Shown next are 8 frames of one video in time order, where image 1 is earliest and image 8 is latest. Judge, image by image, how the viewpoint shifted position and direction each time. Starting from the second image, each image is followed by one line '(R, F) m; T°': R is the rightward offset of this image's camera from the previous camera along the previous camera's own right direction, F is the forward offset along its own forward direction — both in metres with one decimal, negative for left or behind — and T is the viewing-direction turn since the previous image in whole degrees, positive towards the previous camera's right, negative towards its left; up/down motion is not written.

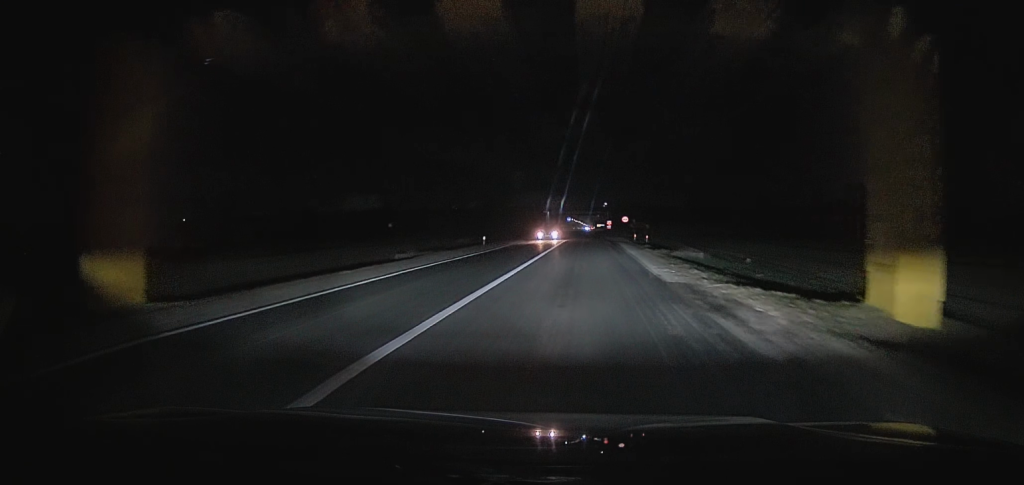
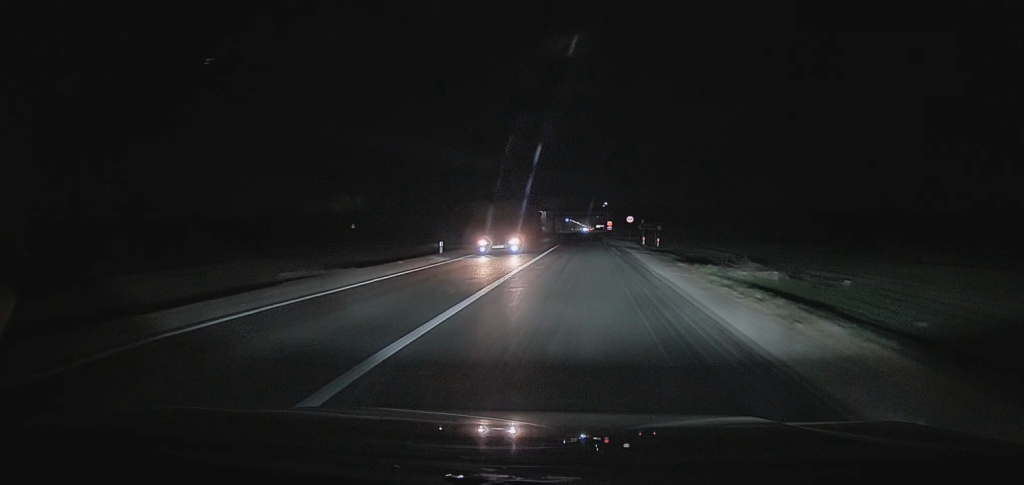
(-0.2, +12.9) m; 0°
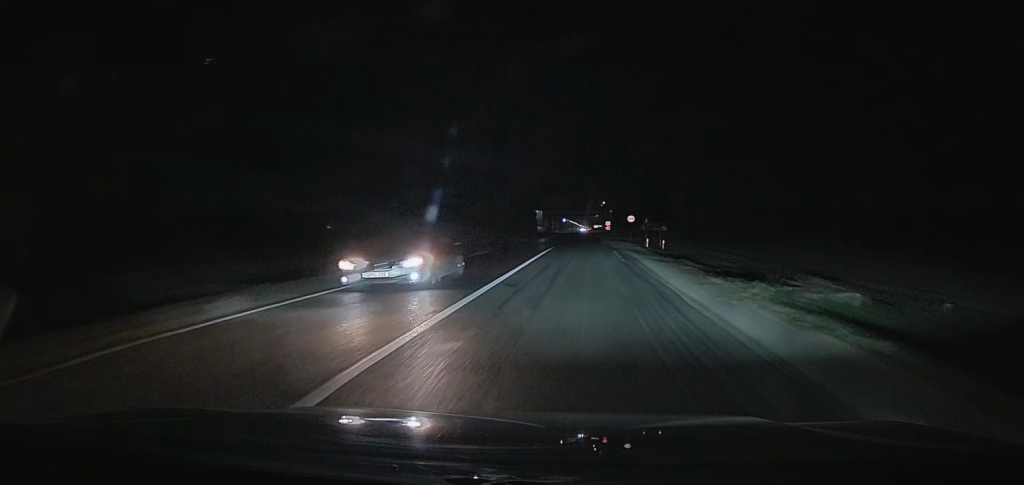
(0.0, +6.2) m; 0°
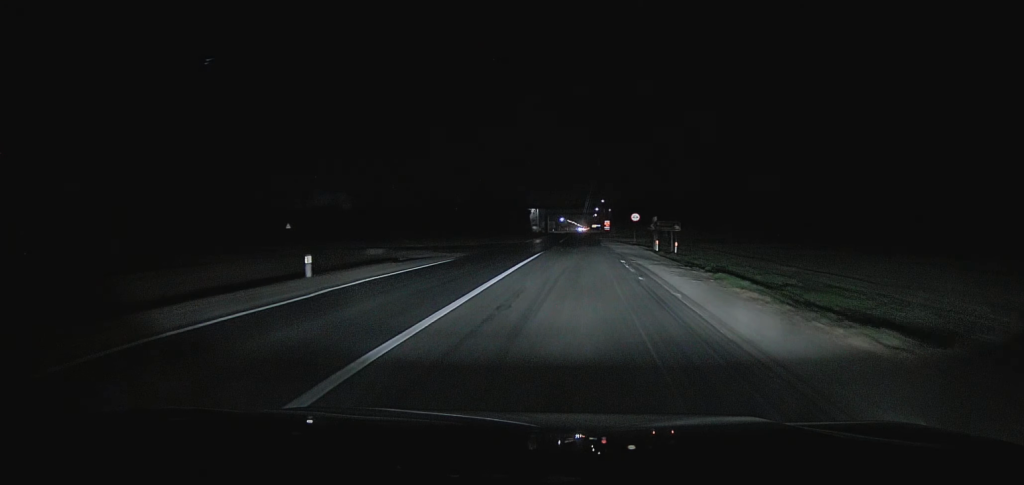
(0.0, +8.8) m; +1°
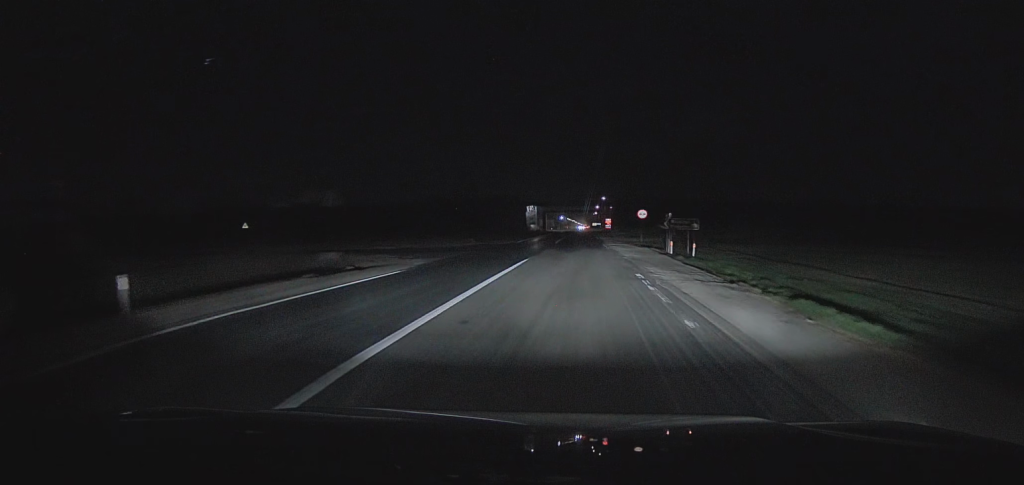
(+0.2, +7.5) m; +1°
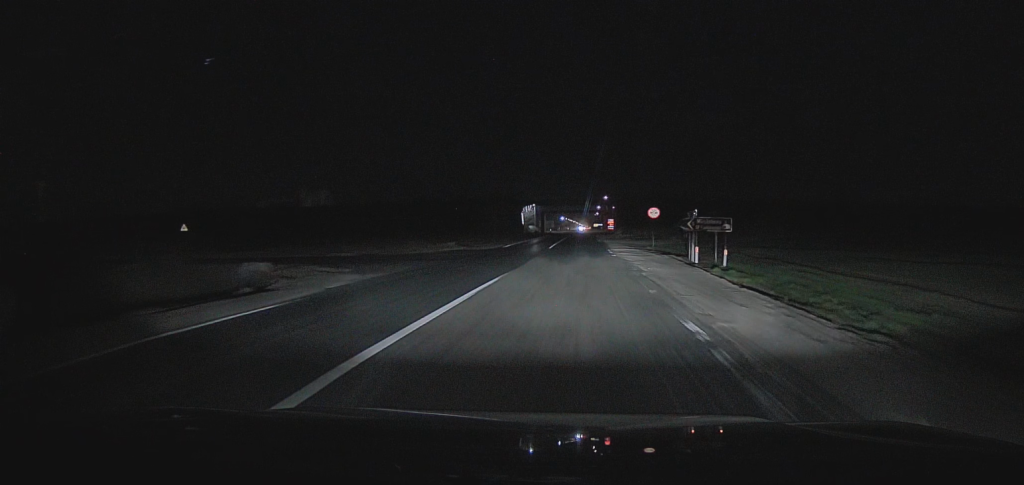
(-0.1, +8.1) m; -2°
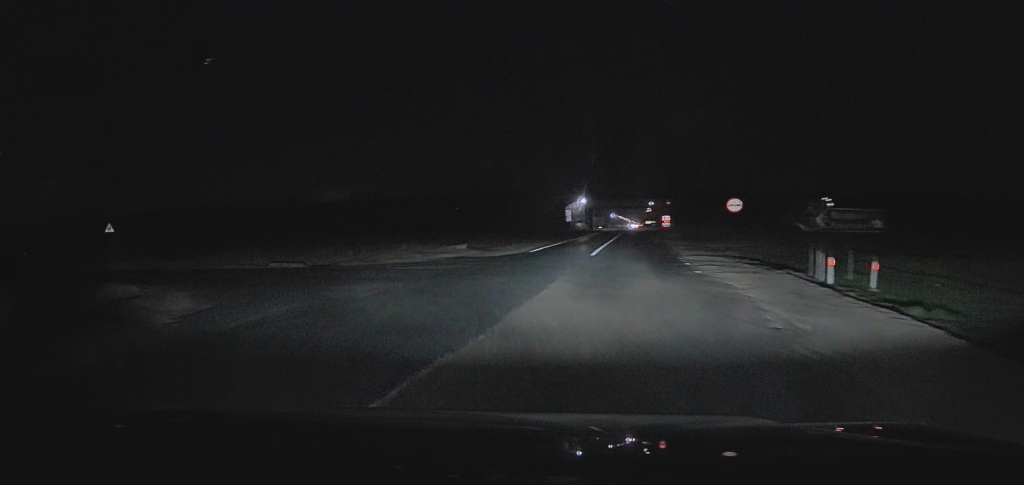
(-0.4, +11.7) m; -6°
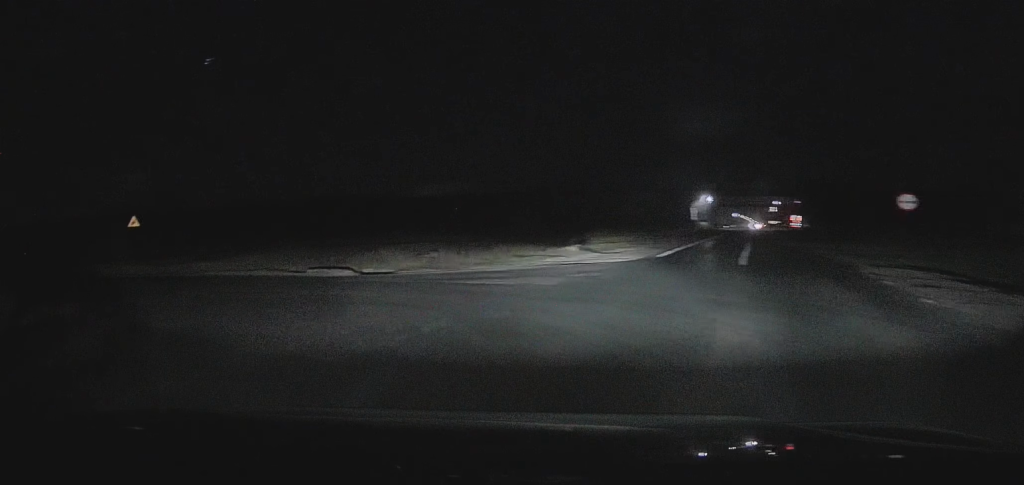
(-0.5, +6.5) m; -12°
